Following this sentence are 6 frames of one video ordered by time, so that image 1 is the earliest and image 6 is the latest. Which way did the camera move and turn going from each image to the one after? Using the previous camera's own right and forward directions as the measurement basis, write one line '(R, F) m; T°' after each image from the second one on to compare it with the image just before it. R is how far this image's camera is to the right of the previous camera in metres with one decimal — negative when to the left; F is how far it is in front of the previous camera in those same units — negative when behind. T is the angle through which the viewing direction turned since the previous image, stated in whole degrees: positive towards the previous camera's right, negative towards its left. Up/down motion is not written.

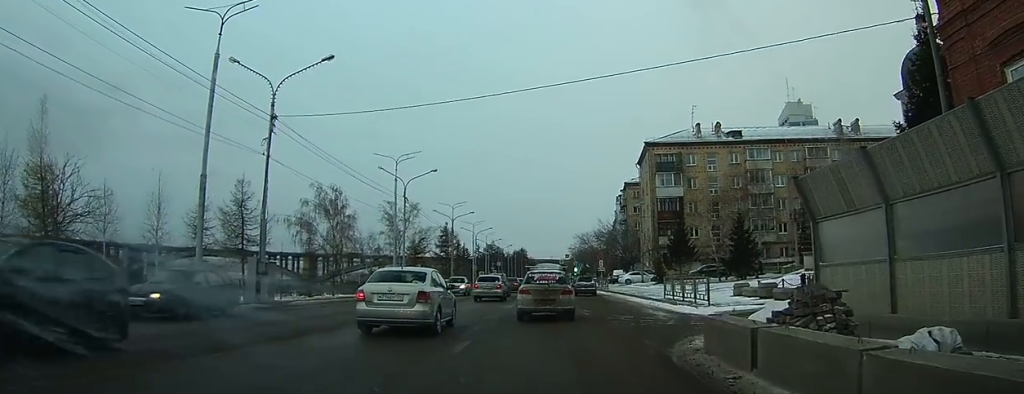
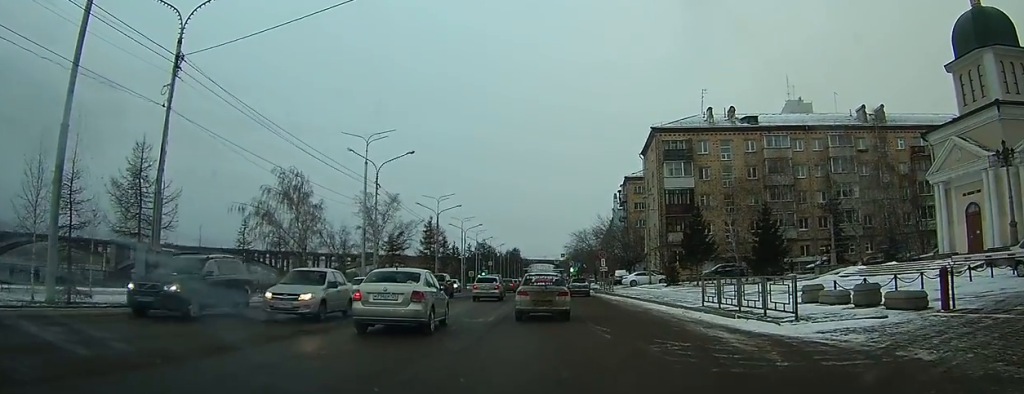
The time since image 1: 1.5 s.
(+0.1, +6.2) m; 0°
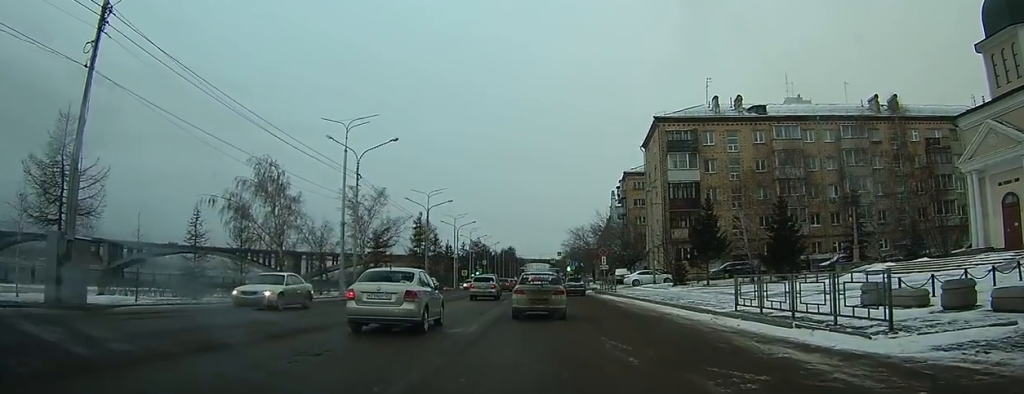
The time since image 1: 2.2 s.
(0.0, +3.1) m; -1°
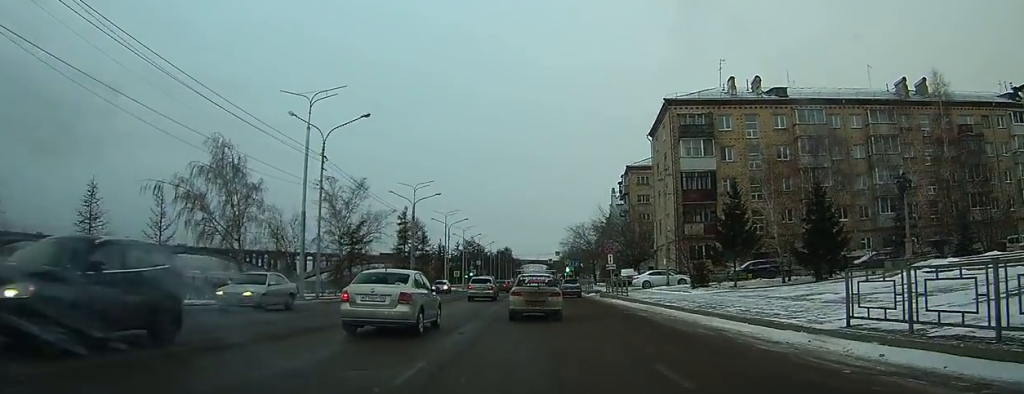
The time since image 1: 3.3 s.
(-0.1, +5.6) m; -2°
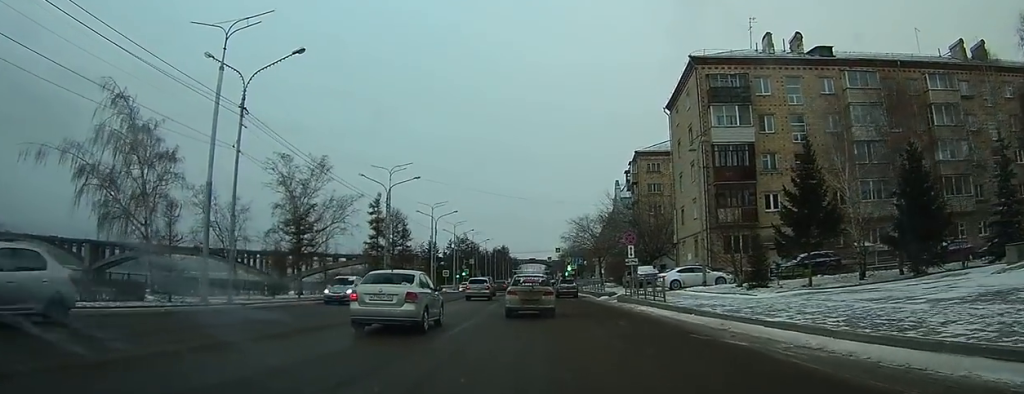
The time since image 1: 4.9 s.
(-0.1, +10.5) m; 0°
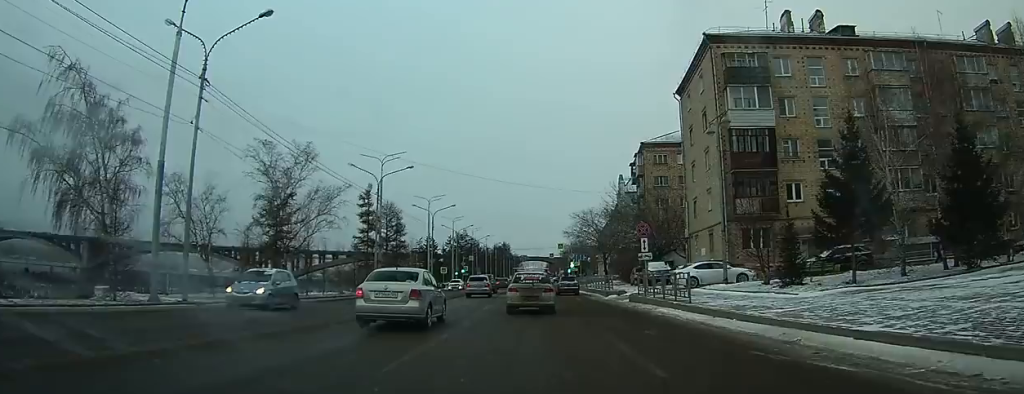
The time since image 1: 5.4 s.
(0.0, +3.8) m; 0°
